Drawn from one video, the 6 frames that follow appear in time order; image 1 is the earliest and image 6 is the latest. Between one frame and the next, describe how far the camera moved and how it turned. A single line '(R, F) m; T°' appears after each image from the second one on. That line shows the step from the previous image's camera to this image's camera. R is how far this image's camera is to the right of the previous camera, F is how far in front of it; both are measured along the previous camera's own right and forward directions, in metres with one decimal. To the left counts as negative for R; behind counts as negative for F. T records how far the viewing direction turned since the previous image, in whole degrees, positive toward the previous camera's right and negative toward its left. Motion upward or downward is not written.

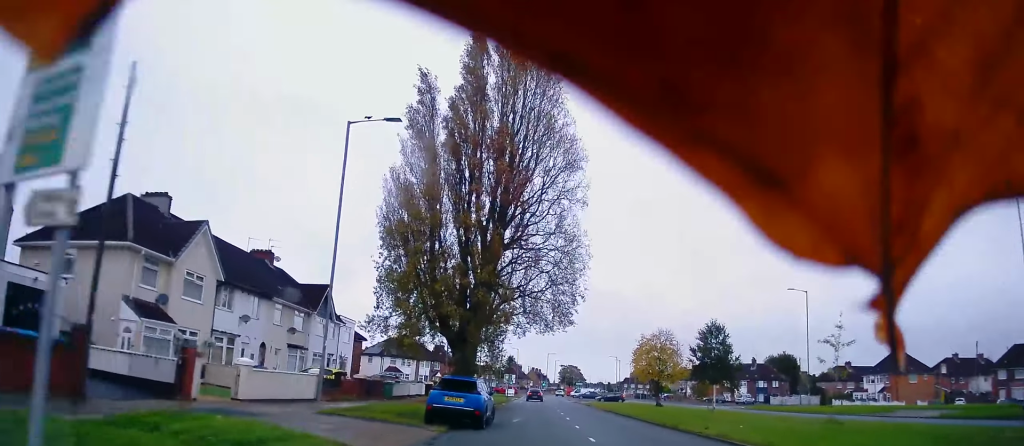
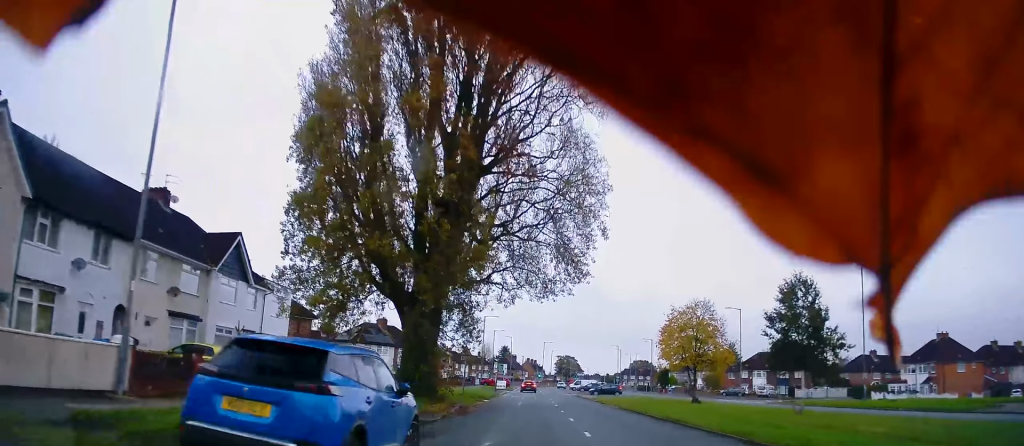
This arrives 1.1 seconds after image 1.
(+0.1, +12.7) m; -1°
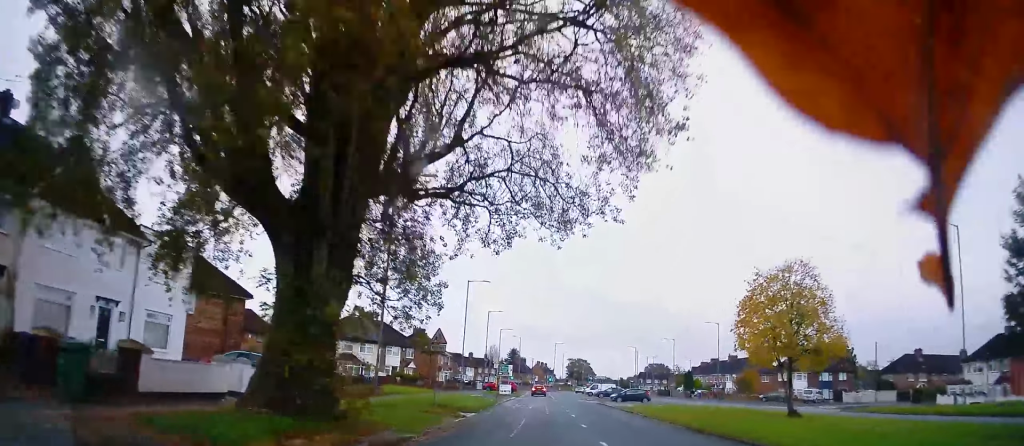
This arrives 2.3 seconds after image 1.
(-0.2, +13.0) m; -1°
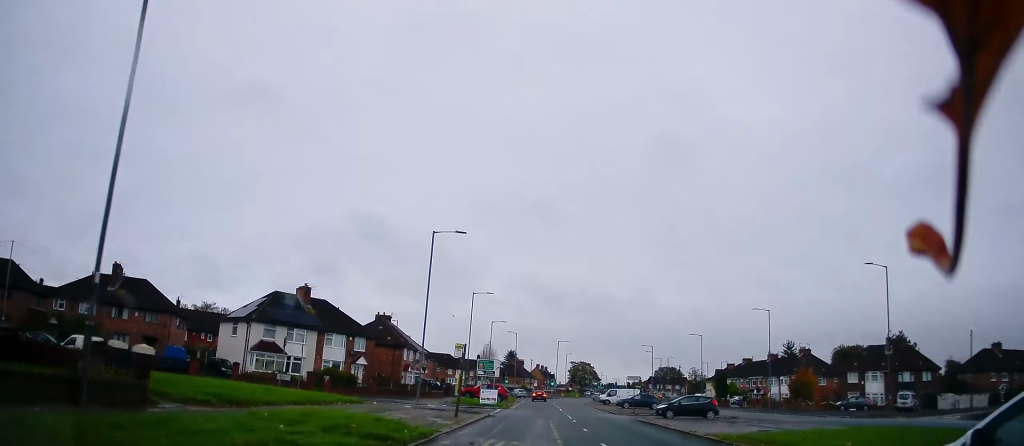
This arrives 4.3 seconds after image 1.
(0.0, +22.3) m; -1°
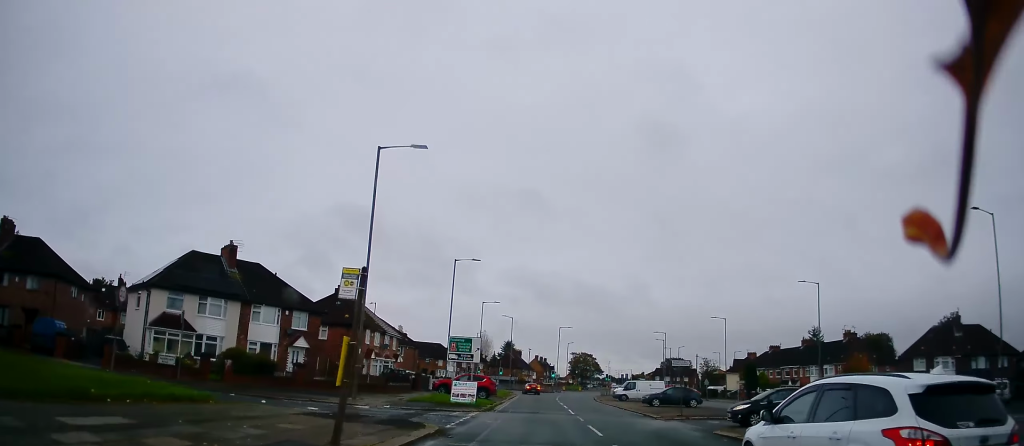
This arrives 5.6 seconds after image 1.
(0.0, +14.9) m; +1°
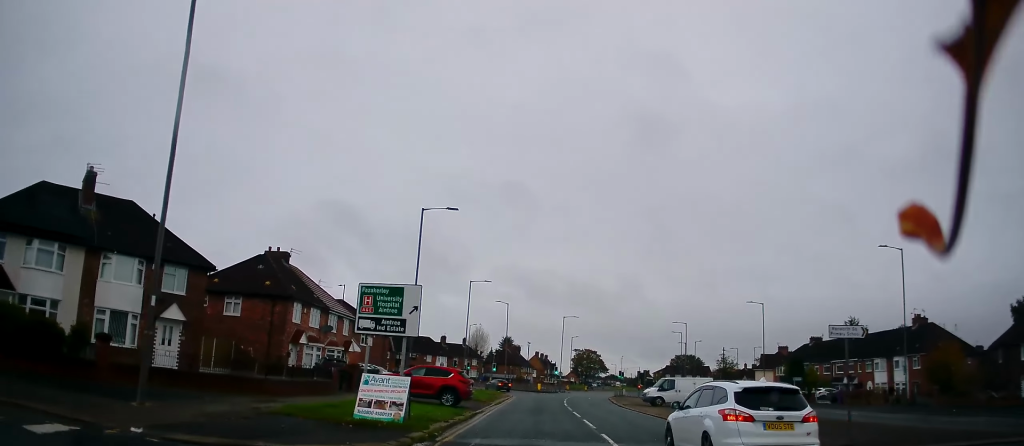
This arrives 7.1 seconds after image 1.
(+0.1, +16.0) m; 0°
